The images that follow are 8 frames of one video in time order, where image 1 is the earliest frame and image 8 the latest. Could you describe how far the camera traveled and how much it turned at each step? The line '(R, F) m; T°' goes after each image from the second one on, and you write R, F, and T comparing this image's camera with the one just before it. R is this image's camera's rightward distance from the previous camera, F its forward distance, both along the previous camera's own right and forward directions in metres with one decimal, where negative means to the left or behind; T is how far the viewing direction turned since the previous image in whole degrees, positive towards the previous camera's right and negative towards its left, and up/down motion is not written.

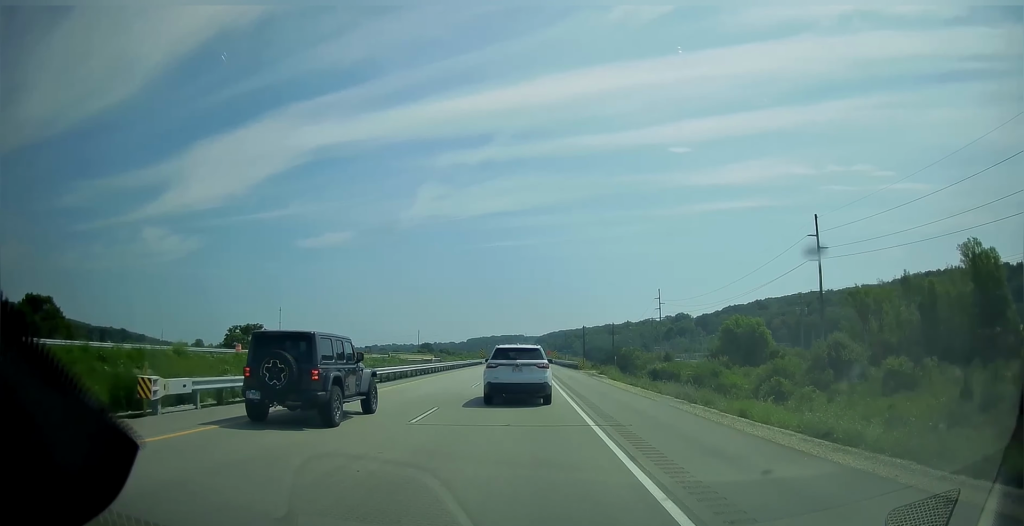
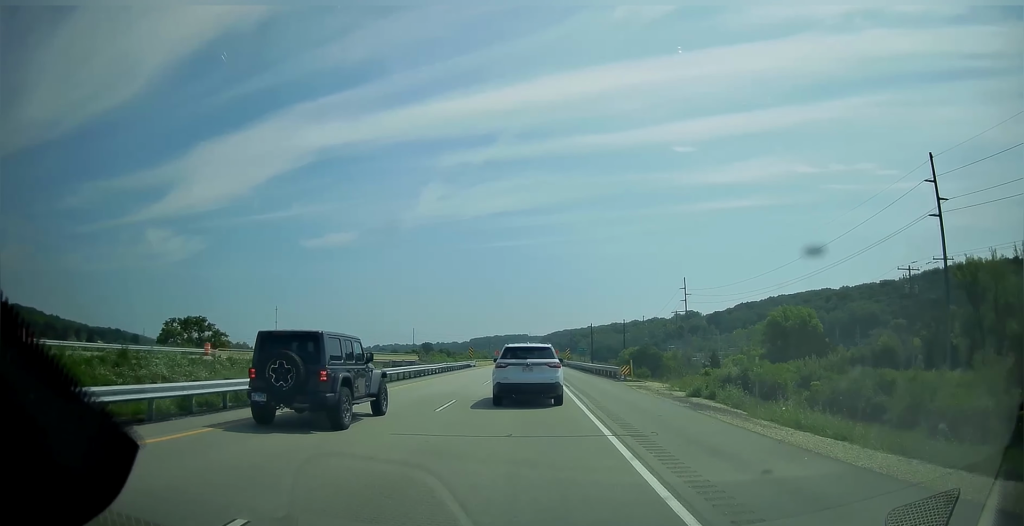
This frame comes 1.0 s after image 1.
(-0.1, +27.4) m; 0°
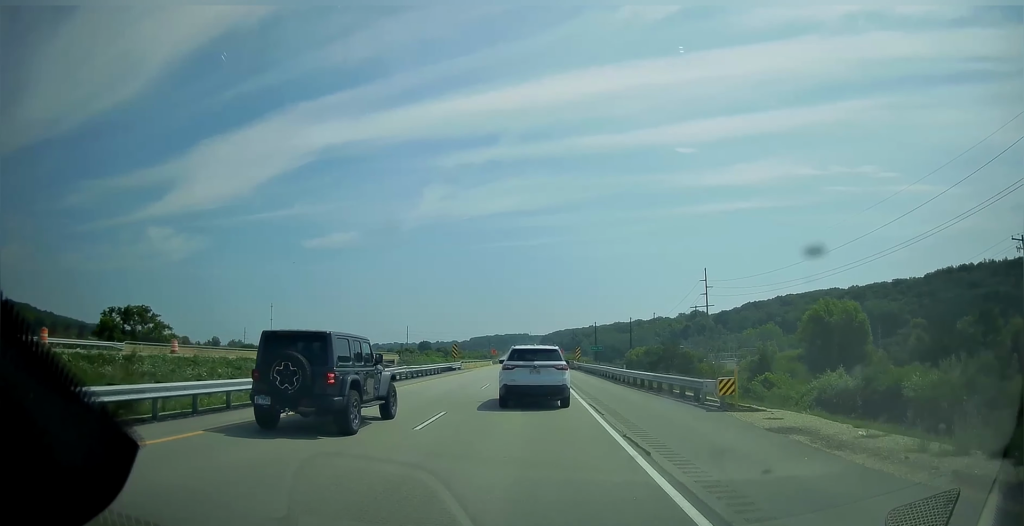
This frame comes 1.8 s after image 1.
(0.0, +19.5) m; 0°
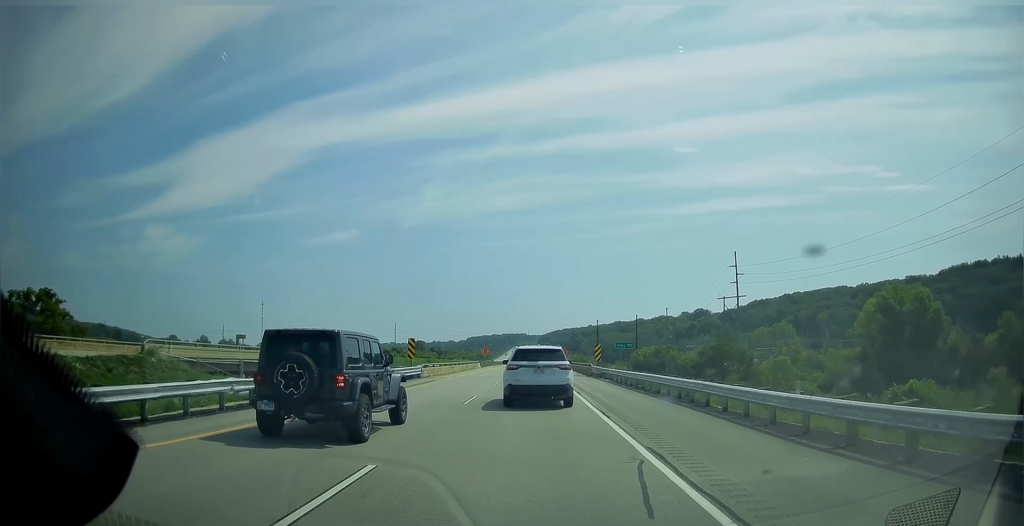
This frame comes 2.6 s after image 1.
(+0.1, +23.9) m; 0°
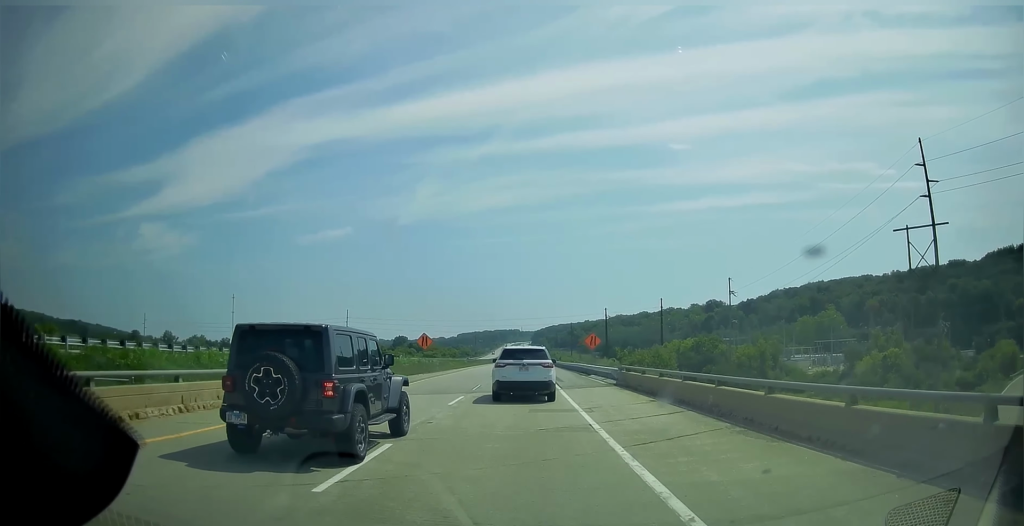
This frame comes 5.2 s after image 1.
(0.0, +68.4) m; +1°
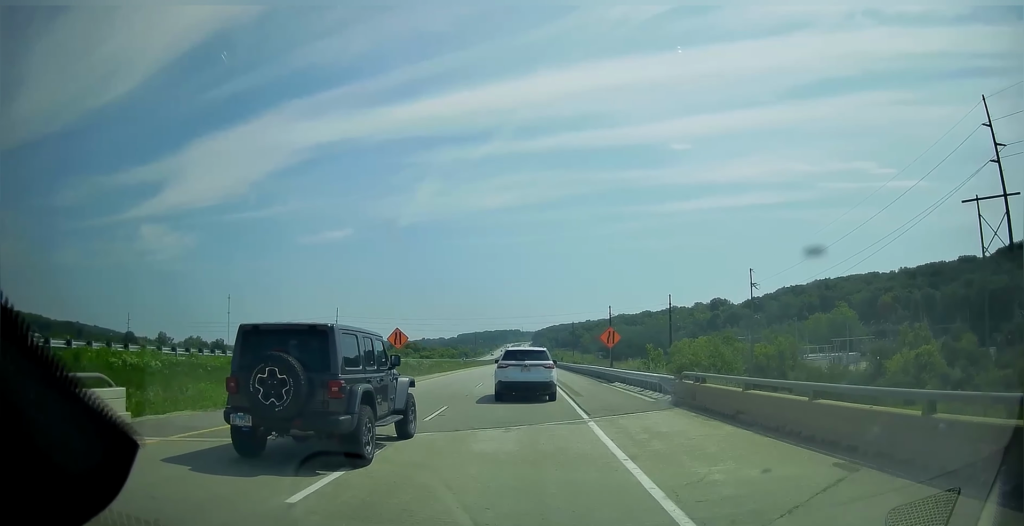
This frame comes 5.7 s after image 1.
(0.0, +12.3) m; 0°
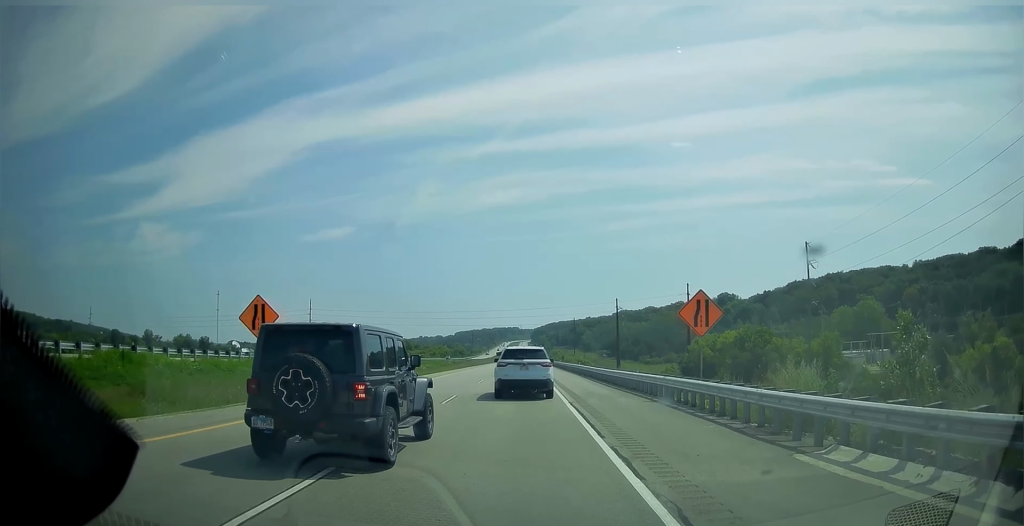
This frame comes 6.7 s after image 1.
(-0.1, +25.5) m; 0°
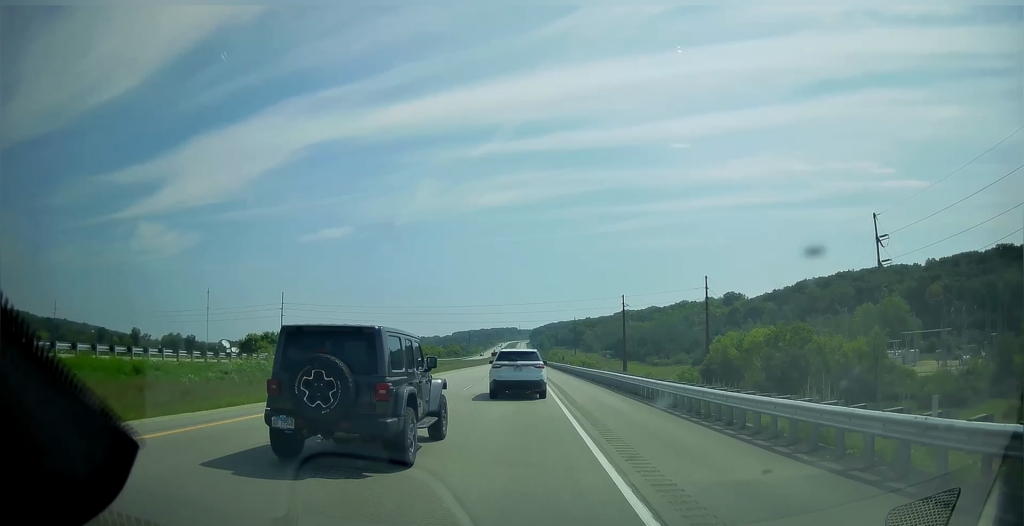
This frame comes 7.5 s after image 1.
(-0.1, +21.1) m; 0°
